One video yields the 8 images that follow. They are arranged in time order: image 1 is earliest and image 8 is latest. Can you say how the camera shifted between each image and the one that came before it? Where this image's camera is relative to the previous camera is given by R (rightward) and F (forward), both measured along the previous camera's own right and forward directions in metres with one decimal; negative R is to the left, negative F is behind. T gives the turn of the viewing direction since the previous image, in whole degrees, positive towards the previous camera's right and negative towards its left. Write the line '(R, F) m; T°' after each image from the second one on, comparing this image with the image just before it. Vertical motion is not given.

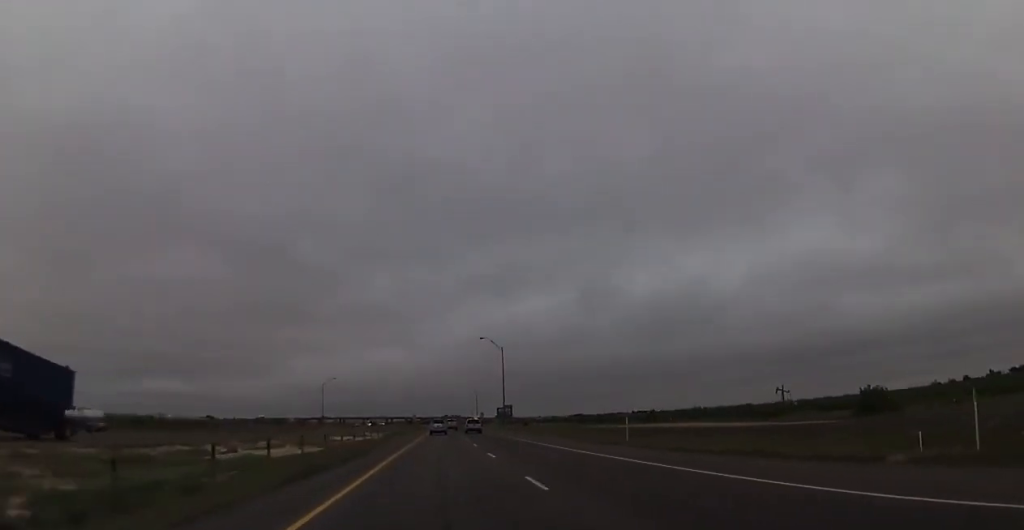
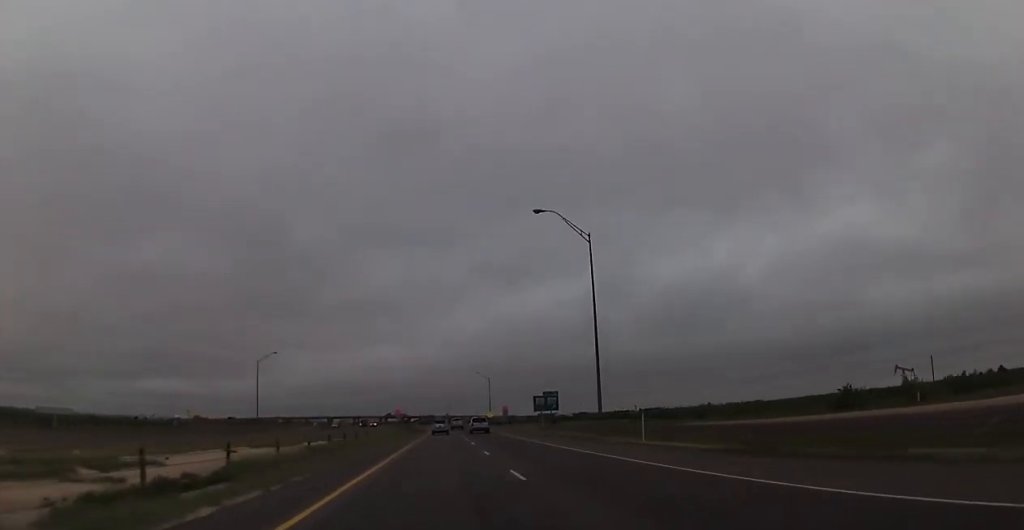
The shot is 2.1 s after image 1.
(-0.4, +72.3) m; 0°
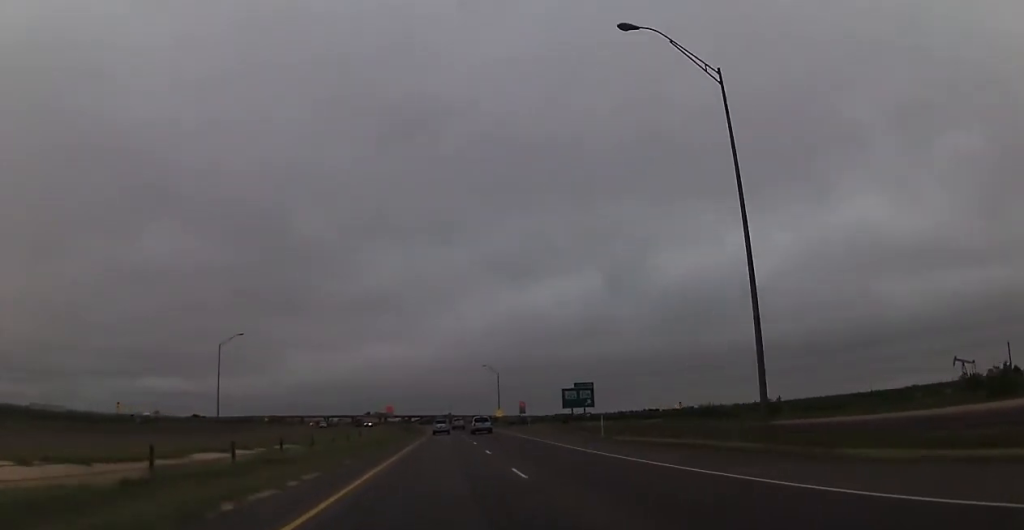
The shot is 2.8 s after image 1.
(+0.1, +24.0) m; 0°
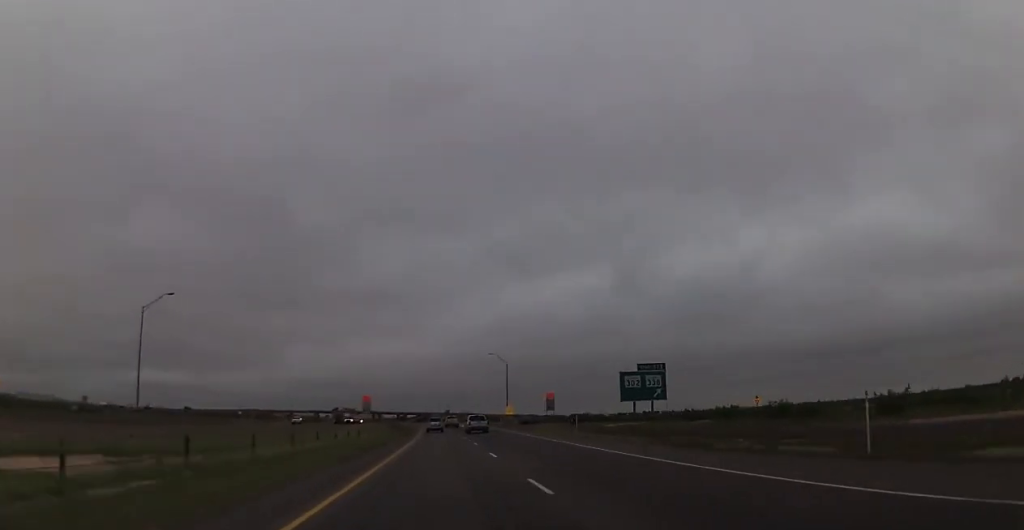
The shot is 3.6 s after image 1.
(+0.2, +28.4) m; 0°
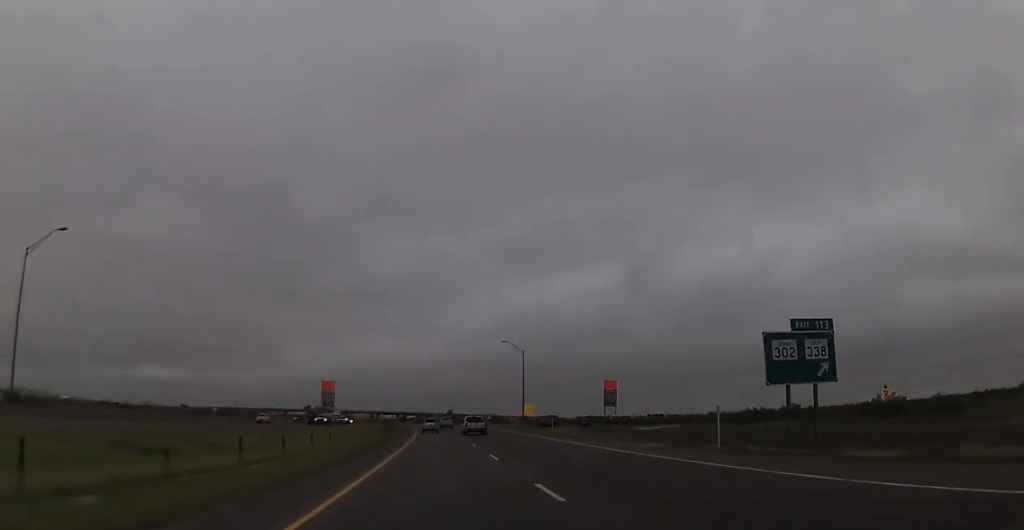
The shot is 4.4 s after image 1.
(-0.5, +26.1) m; 0°
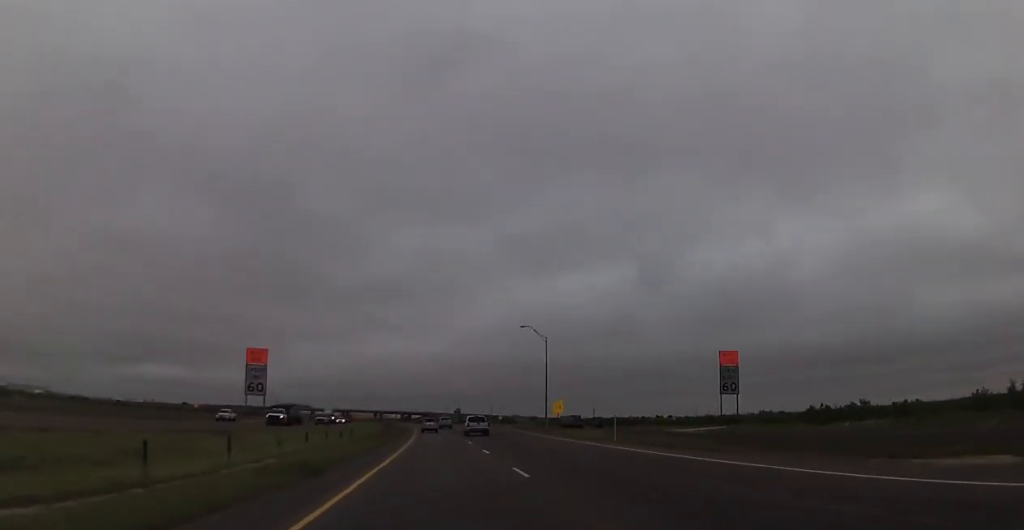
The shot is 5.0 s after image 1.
(+0.5, +20.1) m; 0°
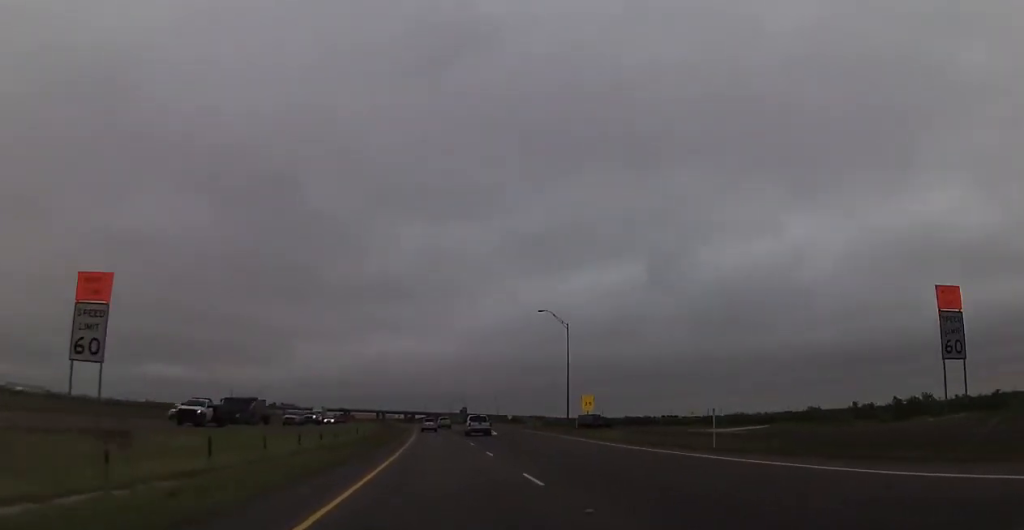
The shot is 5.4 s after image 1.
(+0.3, +14.5) m; 0°
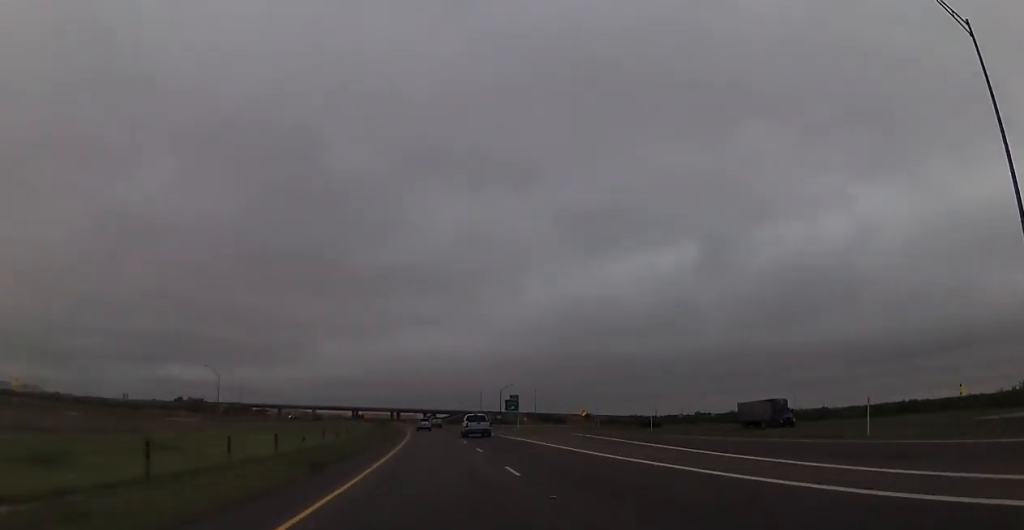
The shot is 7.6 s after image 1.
(-2.2, +72.2) m; -2°
